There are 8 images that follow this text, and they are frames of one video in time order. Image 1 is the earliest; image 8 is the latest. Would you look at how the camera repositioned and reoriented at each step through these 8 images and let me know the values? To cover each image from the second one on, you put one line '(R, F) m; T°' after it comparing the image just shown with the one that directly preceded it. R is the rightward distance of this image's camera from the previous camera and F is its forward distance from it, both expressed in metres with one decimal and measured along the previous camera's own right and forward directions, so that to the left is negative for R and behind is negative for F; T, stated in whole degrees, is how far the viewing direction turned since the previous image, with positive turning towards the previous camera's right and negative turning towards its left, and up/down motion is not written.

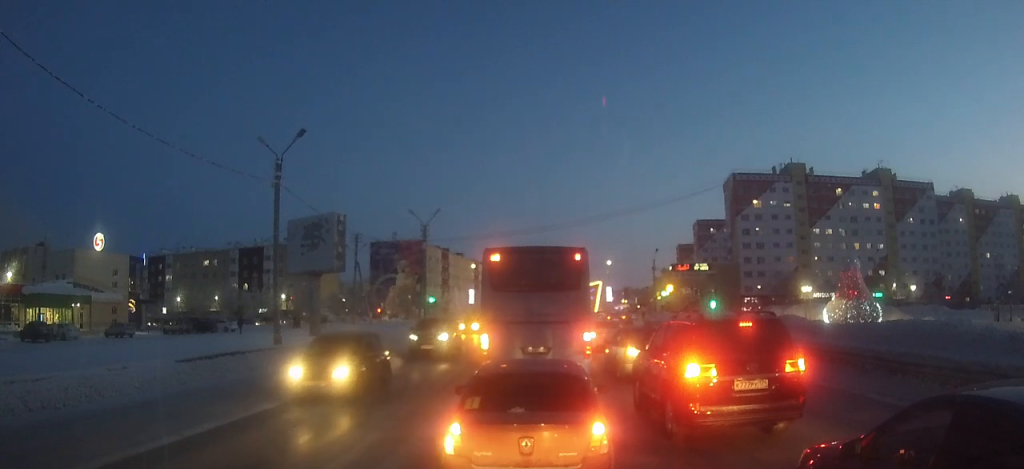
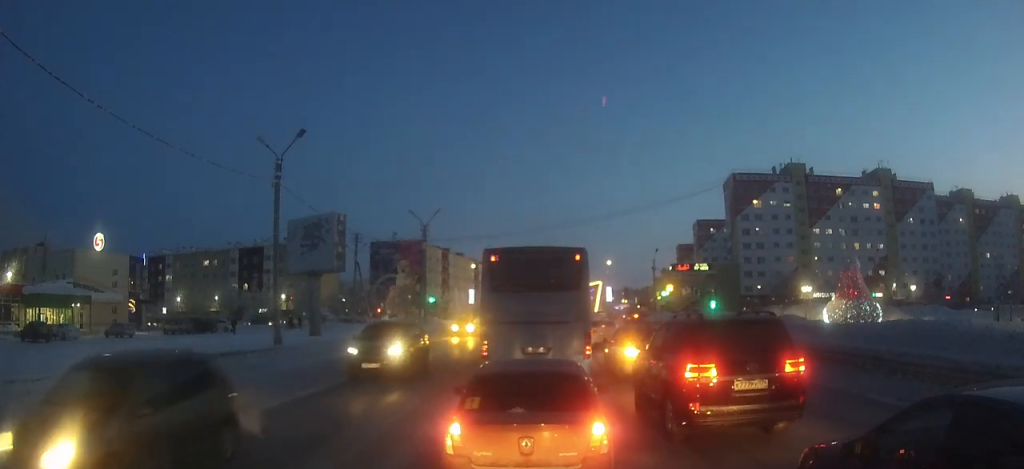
(0.0, +0.1) m; 0°
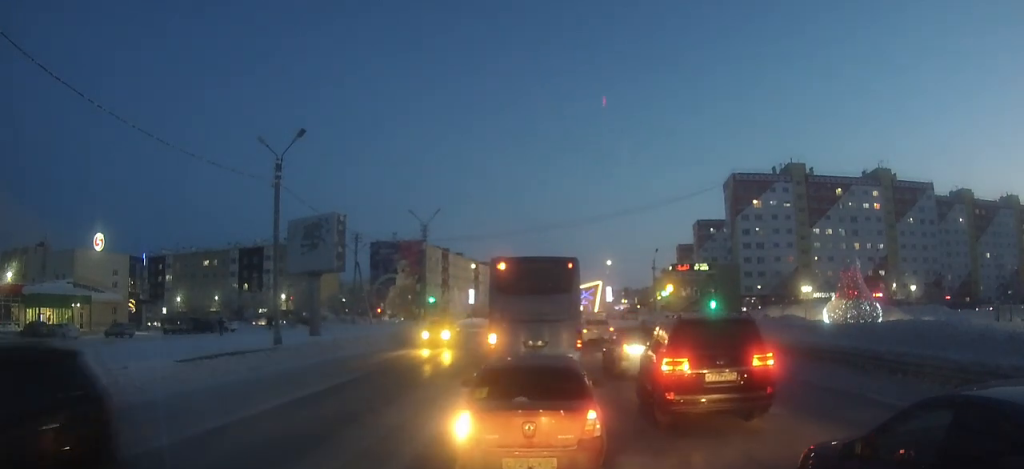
(+0.2, +0.6) m; 0°
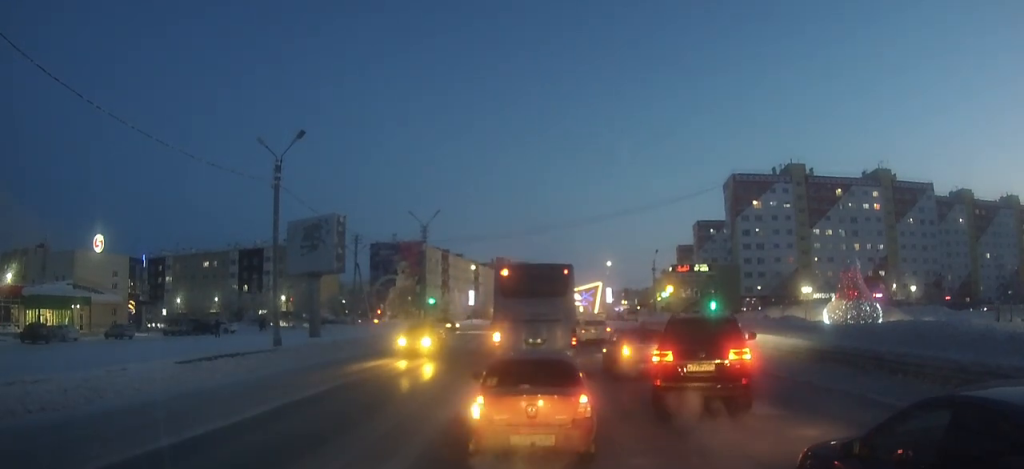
(+0.1, +0.7) m; 0°
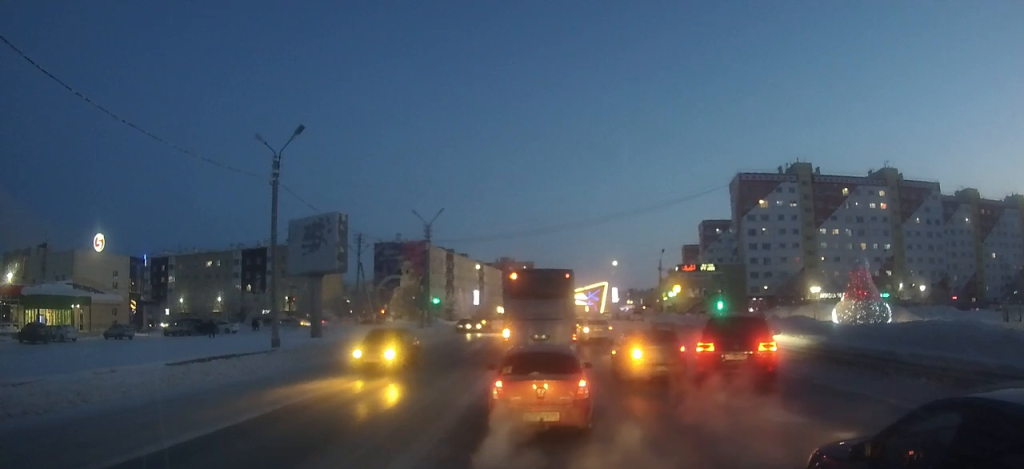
(0.0, +1.5) m; -1°
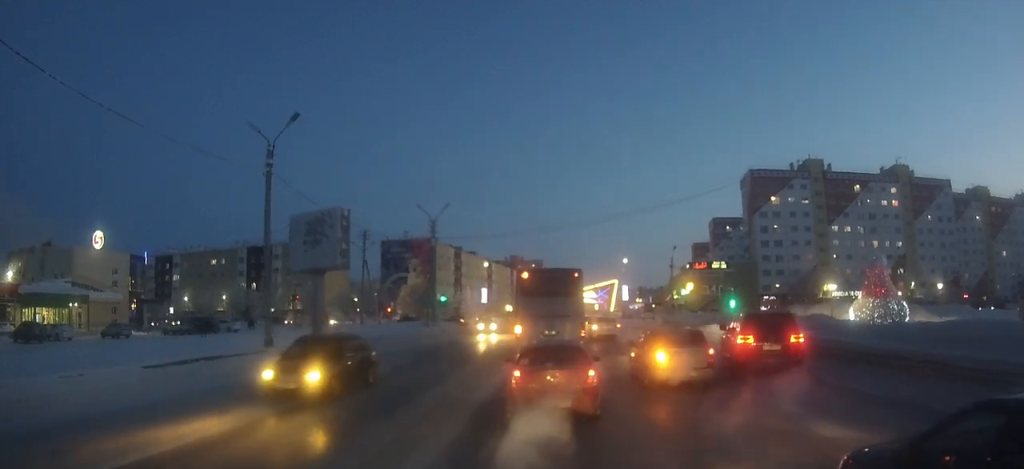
(0.0, +1.8) m; -2°
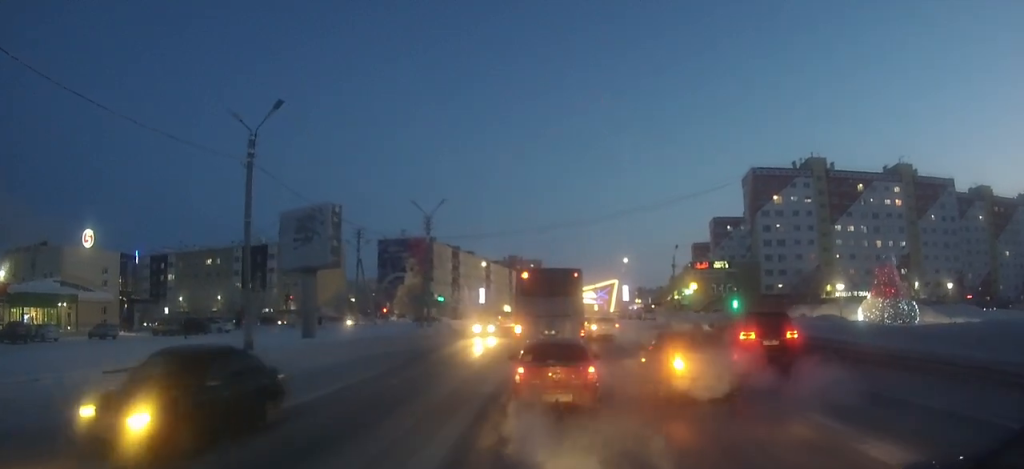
(0.0, +1.7) m; -1°
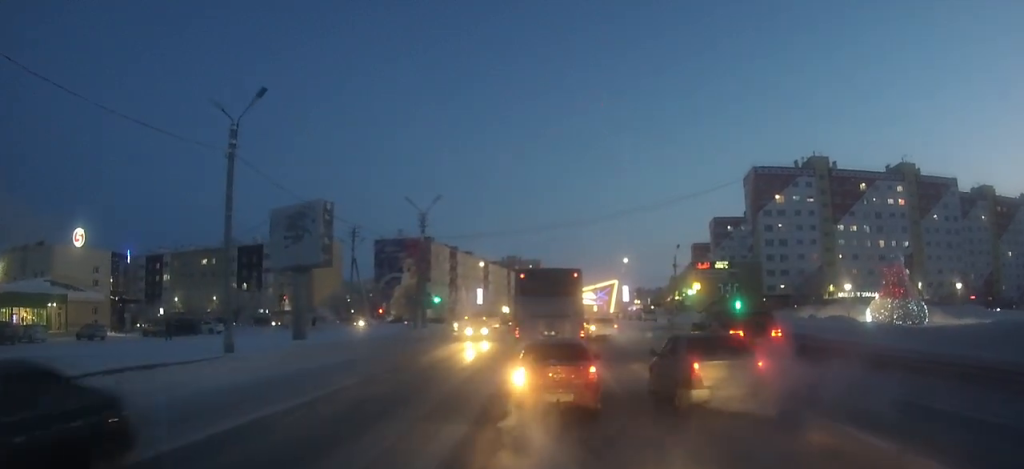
(0.0, +1.5) m; 0°
